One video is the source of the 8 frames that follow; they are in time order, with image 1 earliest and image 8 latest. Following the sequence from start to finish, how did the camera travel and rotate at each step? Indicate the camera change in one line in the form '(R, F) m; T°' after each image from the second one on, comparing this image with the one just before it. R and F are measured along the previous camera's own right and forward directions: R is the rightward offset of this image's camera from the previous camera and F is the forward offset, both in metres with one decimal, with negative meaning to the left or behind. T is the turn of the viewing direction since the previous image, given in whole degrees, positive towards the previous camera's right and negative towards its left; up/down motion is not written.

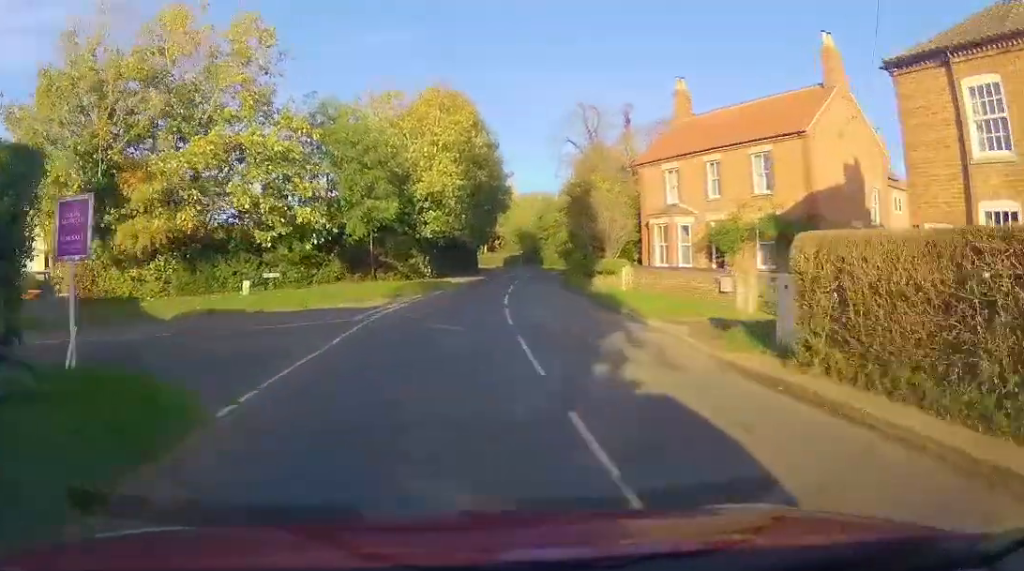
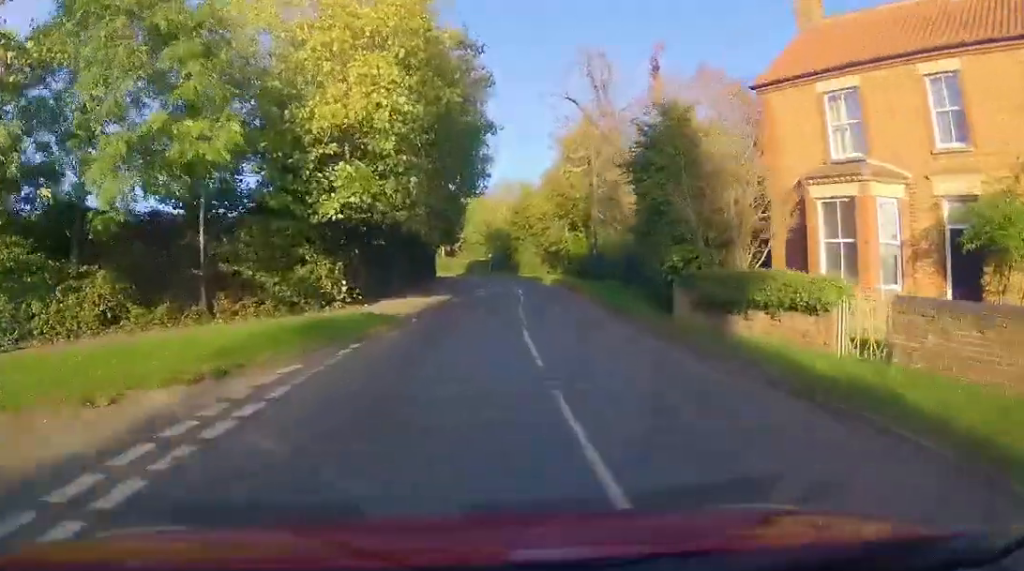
(+0.1, +16.9) m; +4°
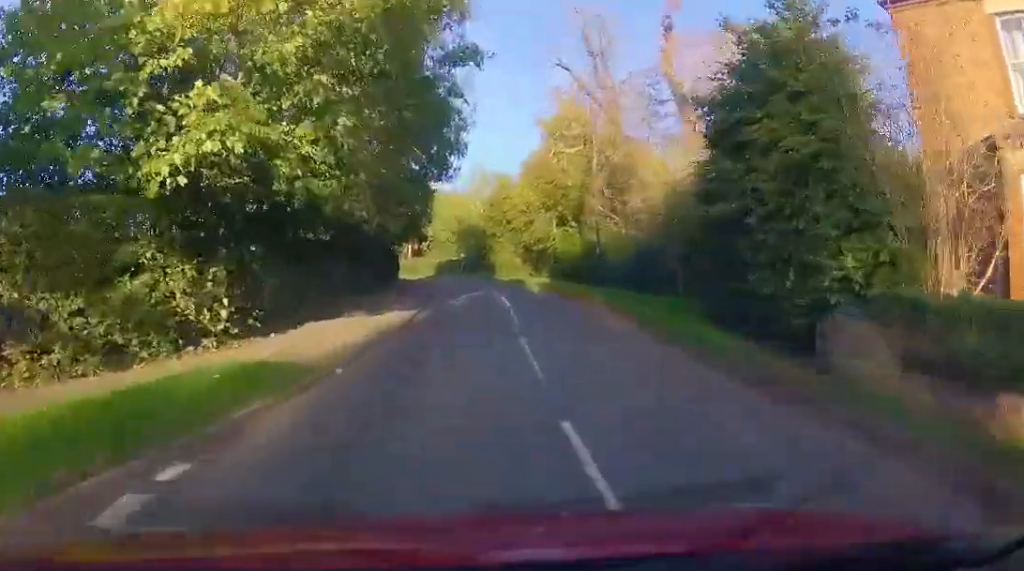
(+0.4, +7.1) m; +3°
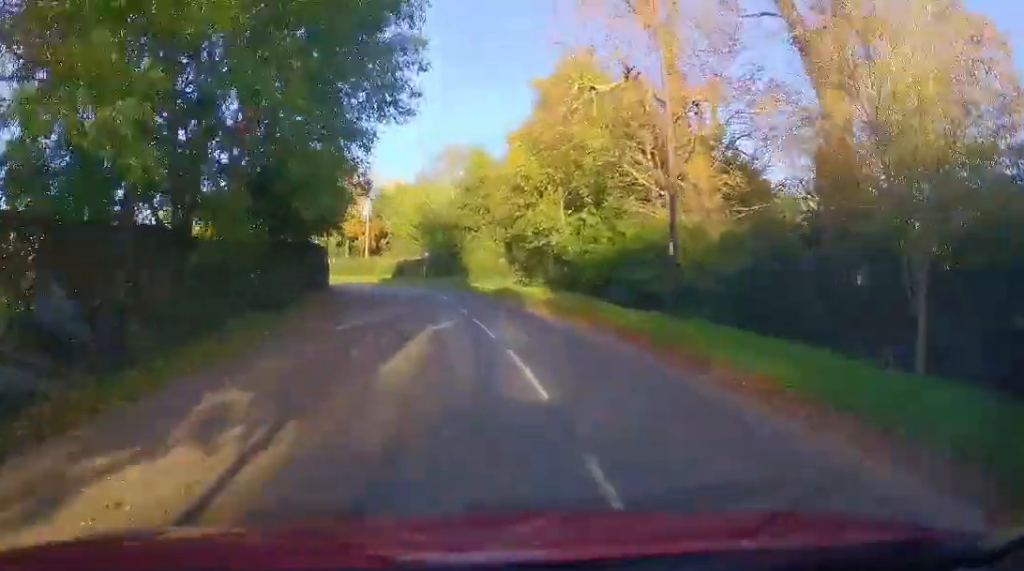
(+0.2, +12.9) m; +2°
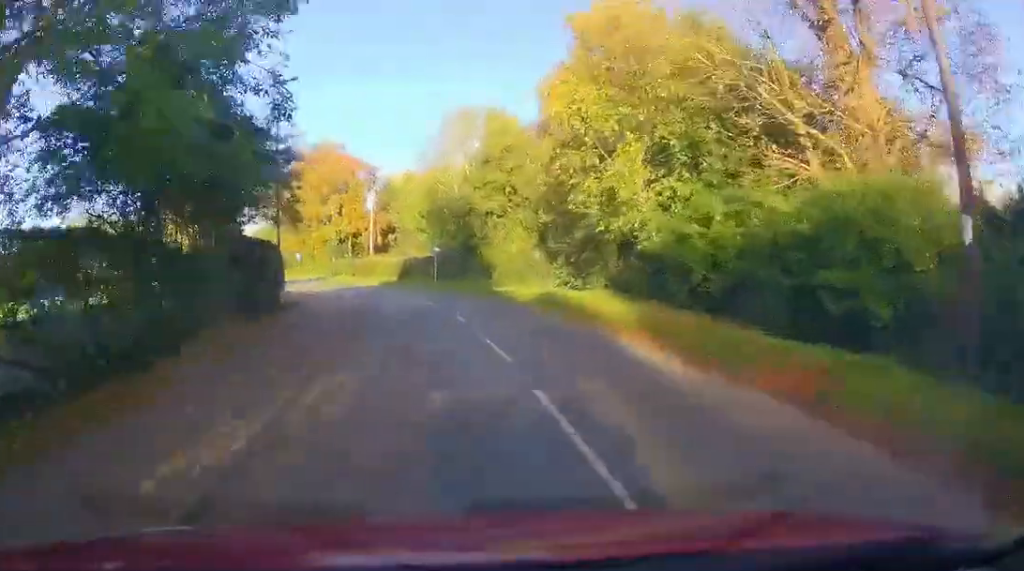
(+0.2, +9.3) m; 0°
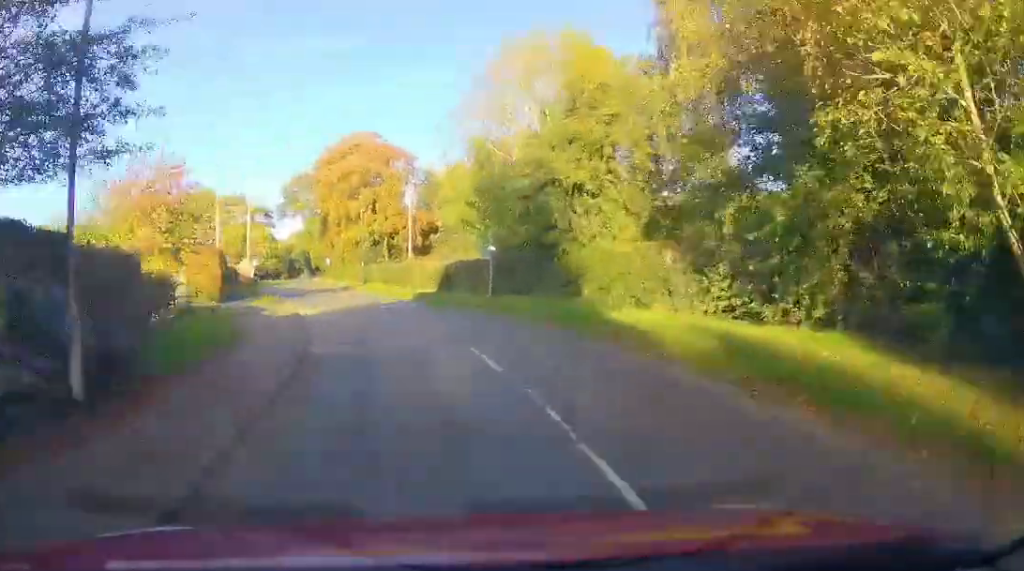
(-0.4, +11.2) m; -10°
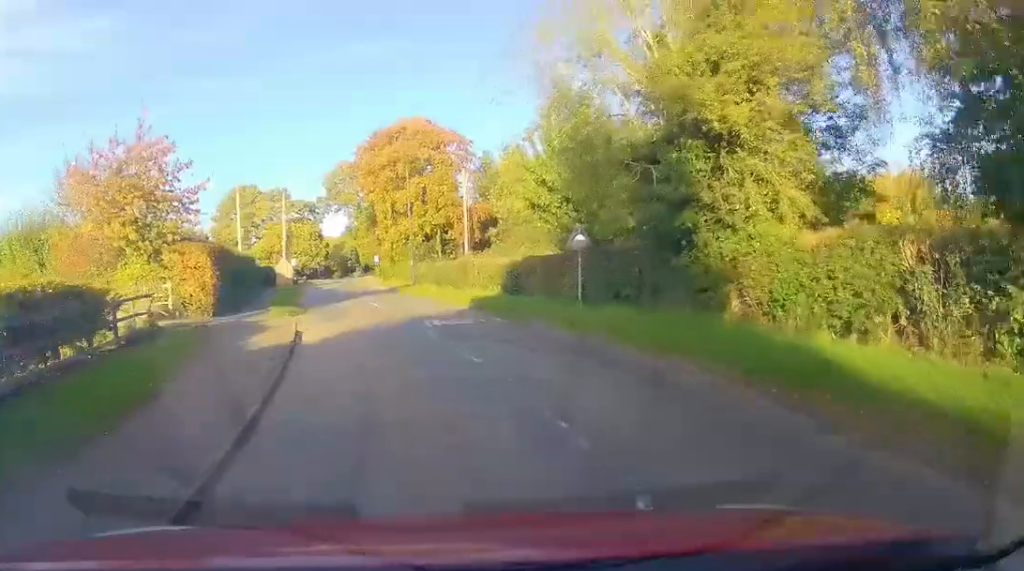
(-1.0, +7.2) m; -7°
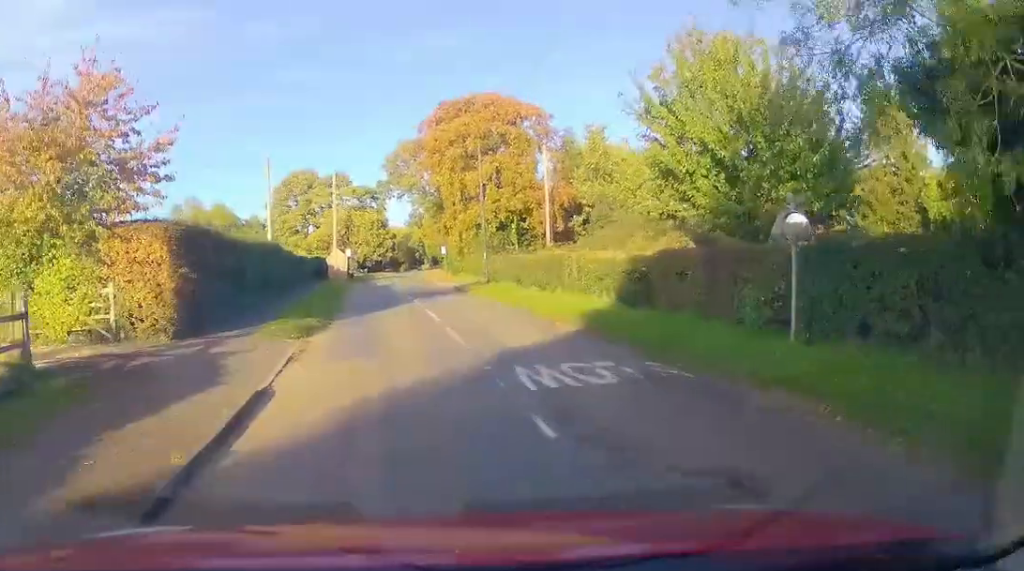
(-0.6, +8.5) m; -6°
